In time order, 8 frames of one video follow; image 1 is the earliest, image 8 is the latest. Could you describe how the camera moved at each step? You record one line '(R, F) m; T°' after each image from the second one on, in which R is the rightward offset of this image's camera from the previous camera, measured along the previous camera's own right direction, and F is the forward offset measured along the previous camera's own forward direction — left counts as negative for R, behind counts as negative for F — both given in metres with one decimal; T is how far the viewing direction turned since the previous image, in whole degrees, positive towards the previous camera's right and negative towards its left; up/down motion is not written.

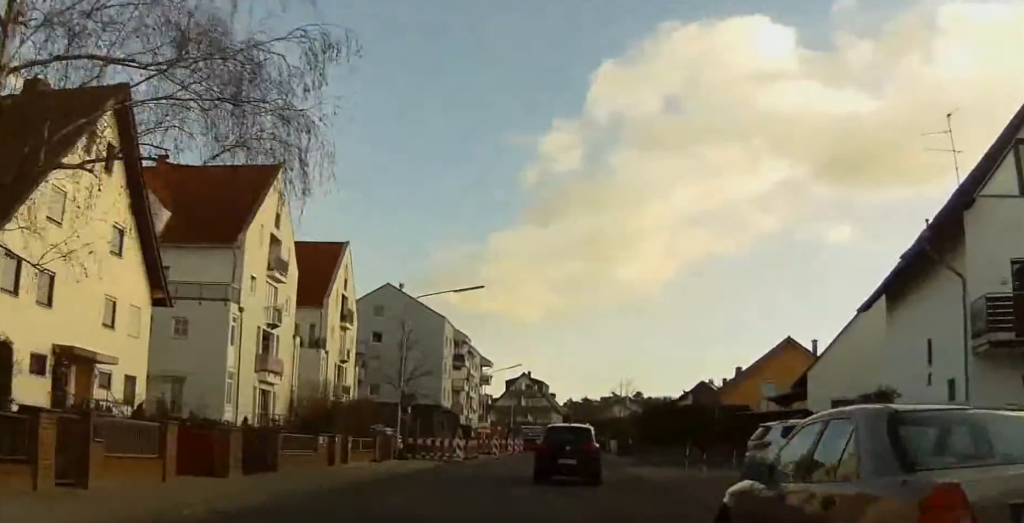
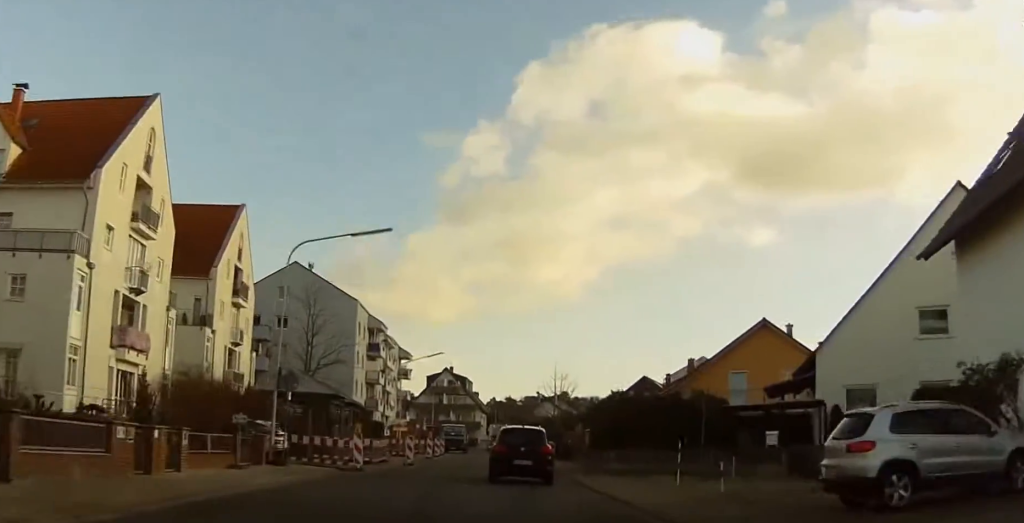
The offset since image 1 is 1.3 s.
(+0.2, +10.5) m; +2°
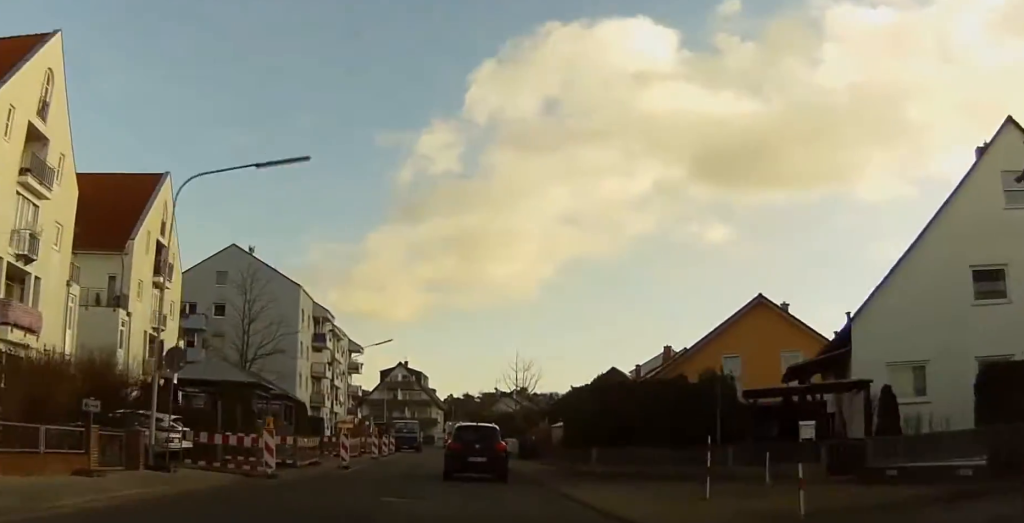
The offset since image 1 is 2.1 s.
(+0.3, +7.2) m; +2°
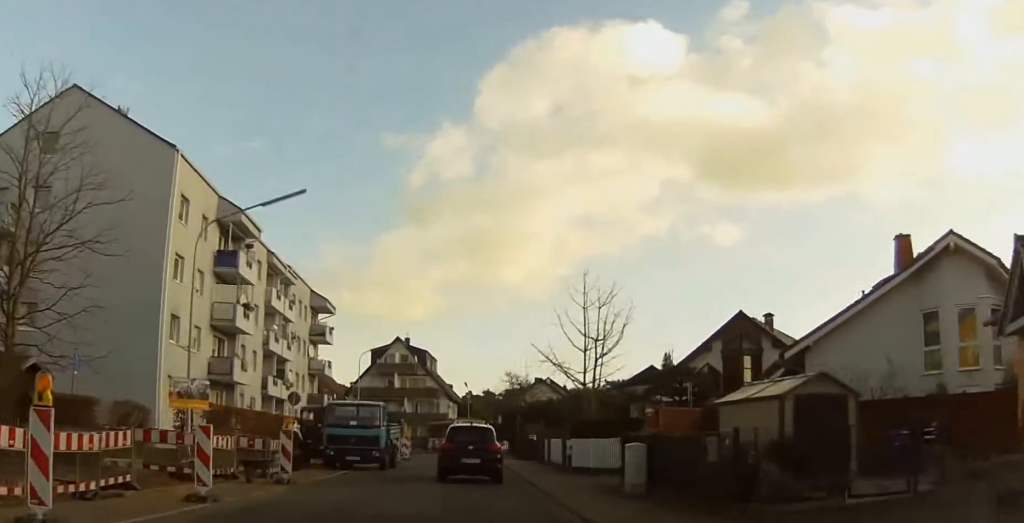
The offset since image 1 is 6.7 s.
(+0.8, +37.7) m; +1°
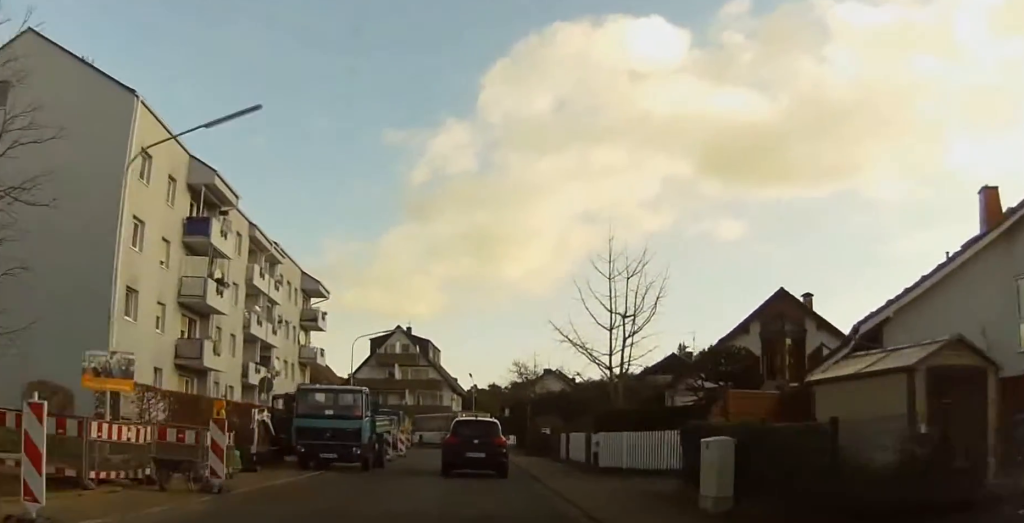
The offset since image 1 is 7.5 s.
(0.0, +6.5) m; -1°
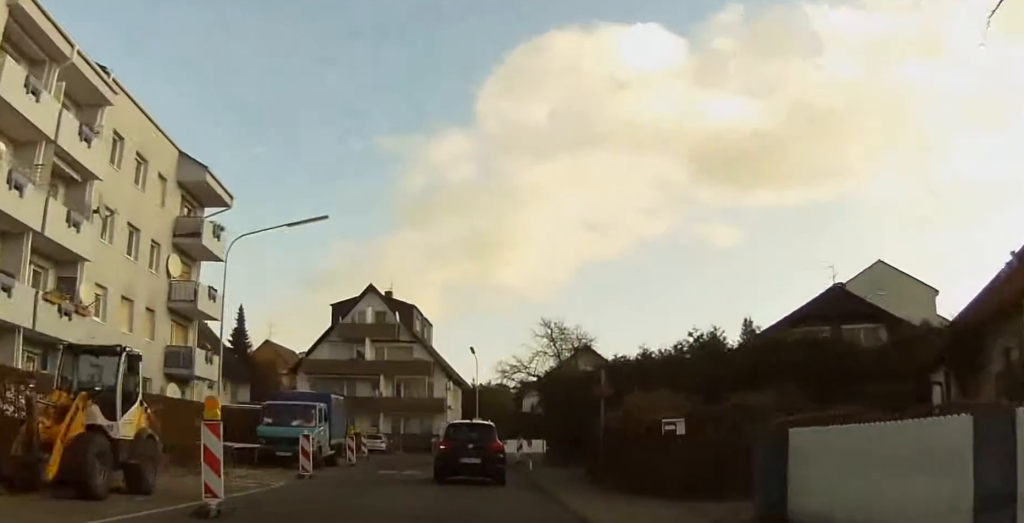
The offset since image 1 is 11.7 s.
(+0.1, +32.3) m; +2°
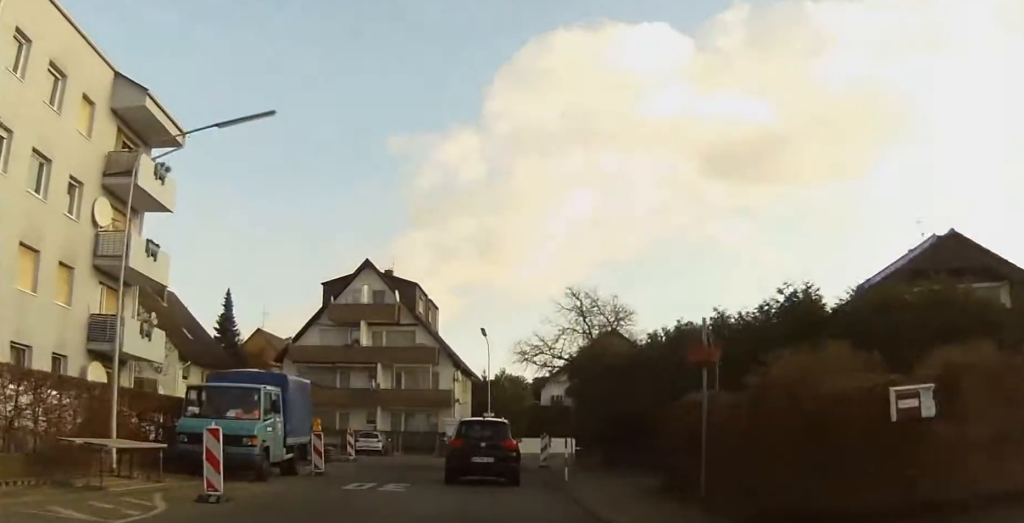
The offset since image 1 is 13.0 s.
(+0.2, +9.4) m; 0°
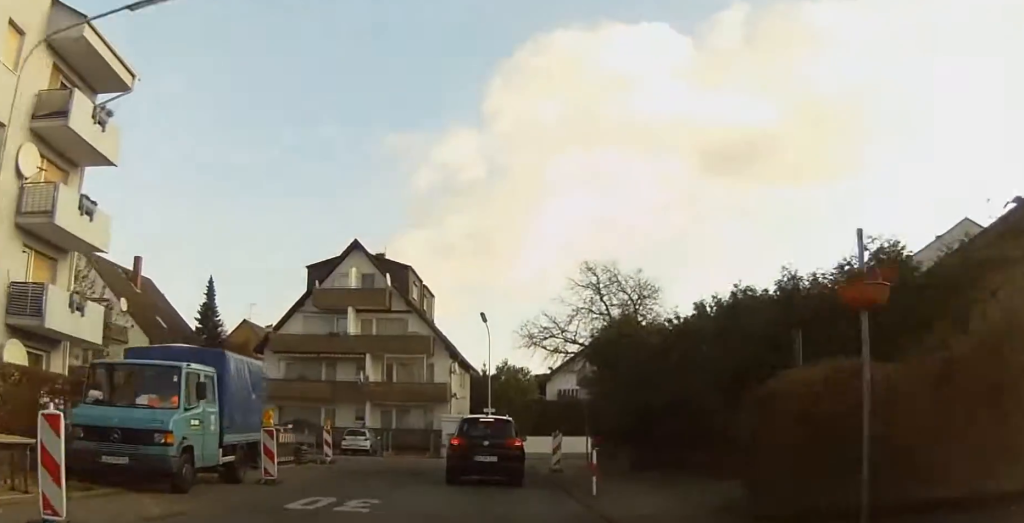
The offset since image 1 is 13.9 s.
(0.0, +5.7) m; -1°
